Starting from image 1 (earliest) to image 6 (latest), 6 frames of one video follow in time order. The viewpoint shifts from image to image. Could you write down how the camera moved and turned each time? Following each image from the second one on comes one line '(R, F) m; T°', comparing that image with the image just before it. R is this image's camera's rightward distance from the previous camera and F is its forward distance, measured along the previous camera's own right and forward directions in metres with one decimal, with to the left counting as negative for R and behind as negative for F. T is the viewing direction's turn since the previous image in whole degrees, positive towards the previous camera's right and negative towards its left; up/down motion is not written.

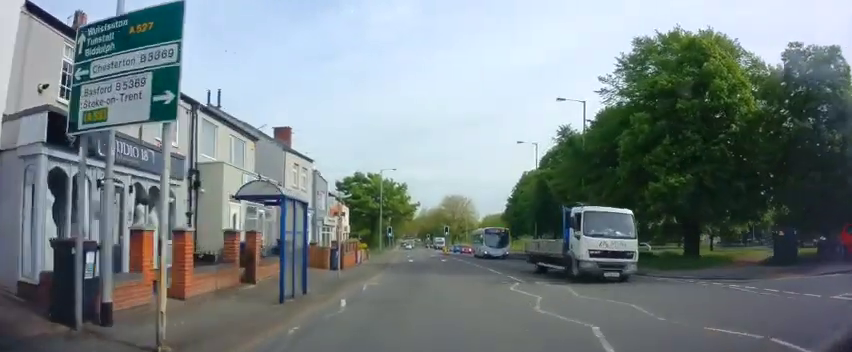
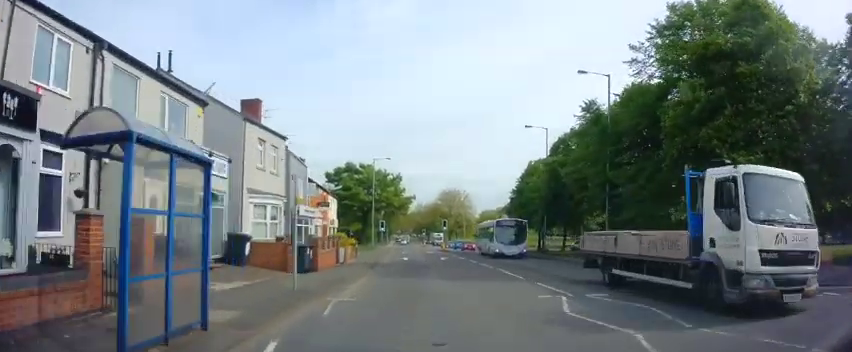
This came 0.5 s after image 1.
(0.0, +5.4) m; 0°
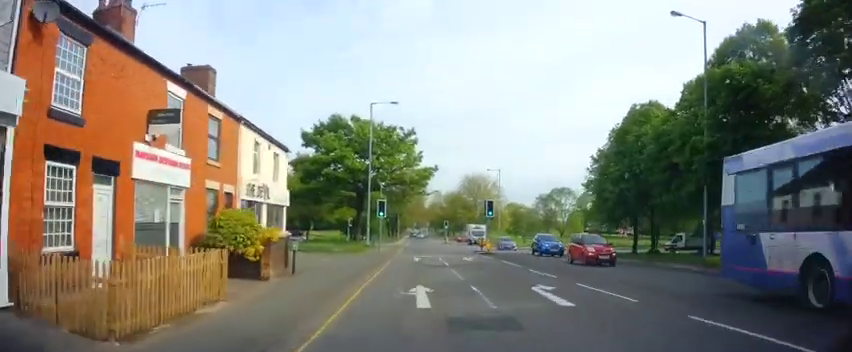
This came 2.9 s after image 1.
(0.0, +24.5) m; 0°
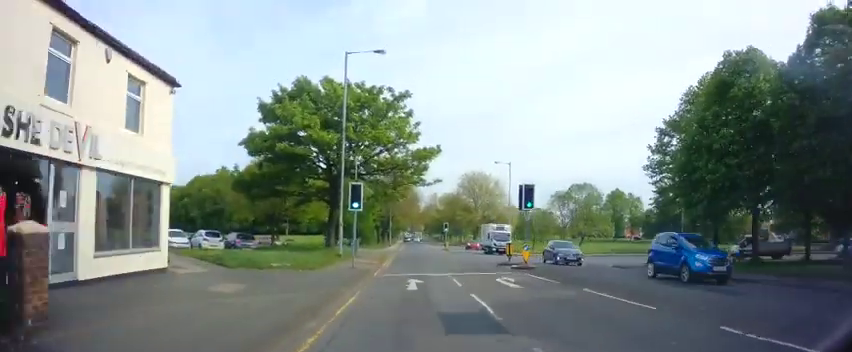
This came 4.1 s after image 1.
(-0.1, +12.5) m; 0°
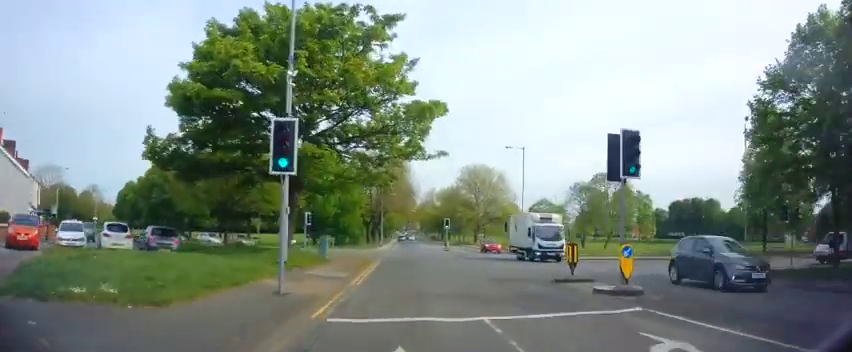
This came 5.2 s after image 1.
(+0.1, +10.6) m; -1°
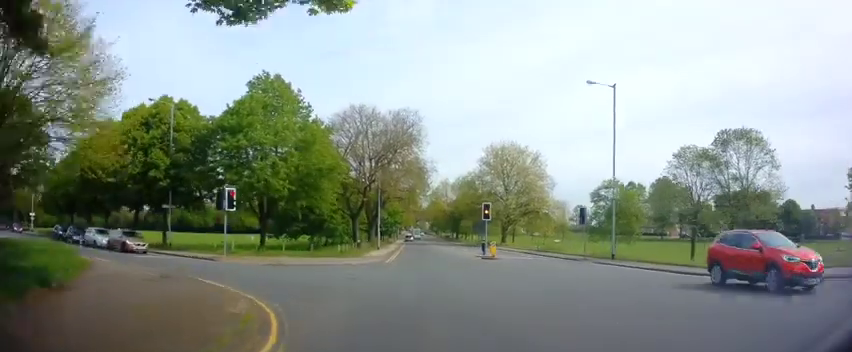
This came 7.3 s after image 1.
(-0.2, +23.2) m; +1°
